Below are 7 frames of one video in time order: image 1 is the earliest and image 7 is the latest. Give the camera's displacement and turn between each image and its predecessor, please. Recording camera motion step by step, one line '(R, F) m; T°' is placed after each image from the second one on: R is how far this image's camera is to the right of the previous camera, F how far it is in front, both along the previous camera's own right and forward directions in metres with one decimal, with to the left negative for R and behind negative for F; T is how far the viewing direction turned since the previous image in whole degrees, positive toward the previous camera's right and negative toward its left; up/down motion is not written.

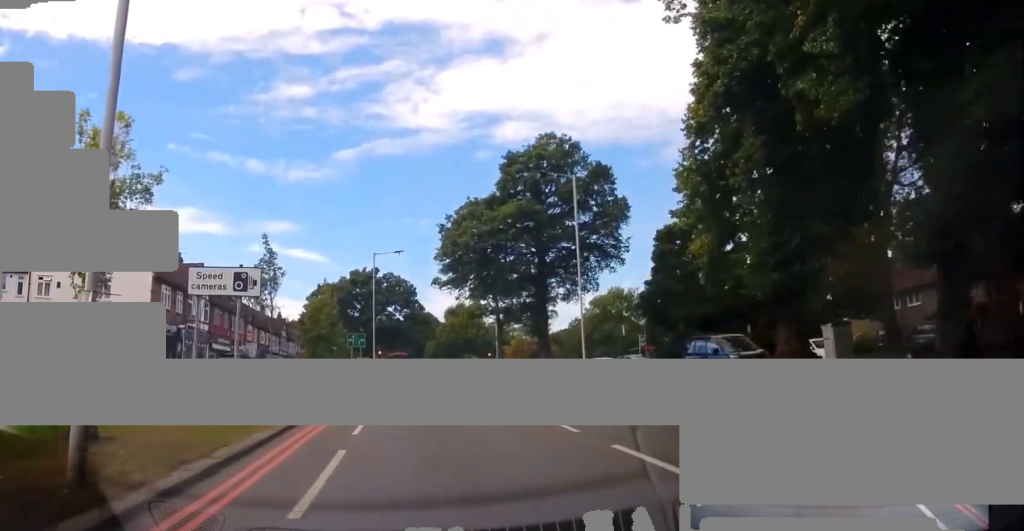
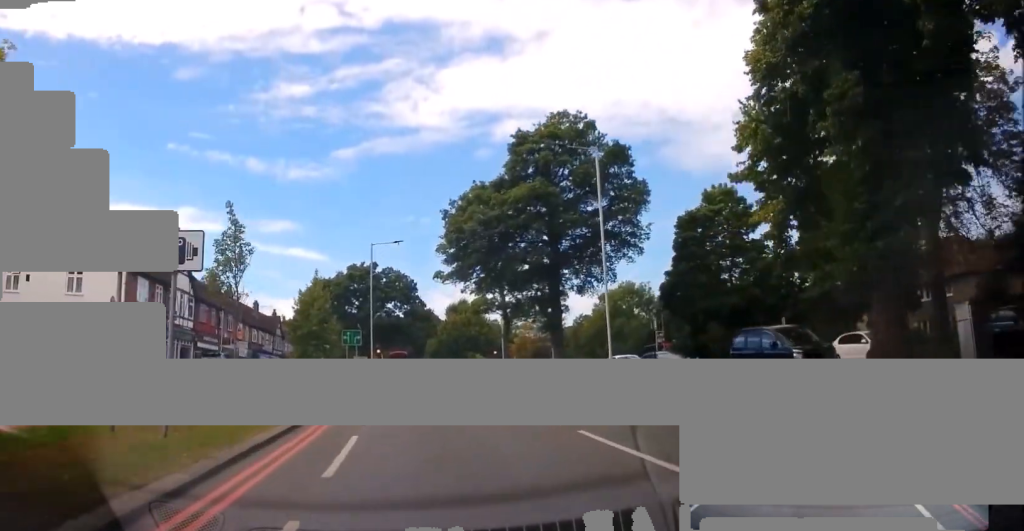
(+0.1, +4.1) m; -2°
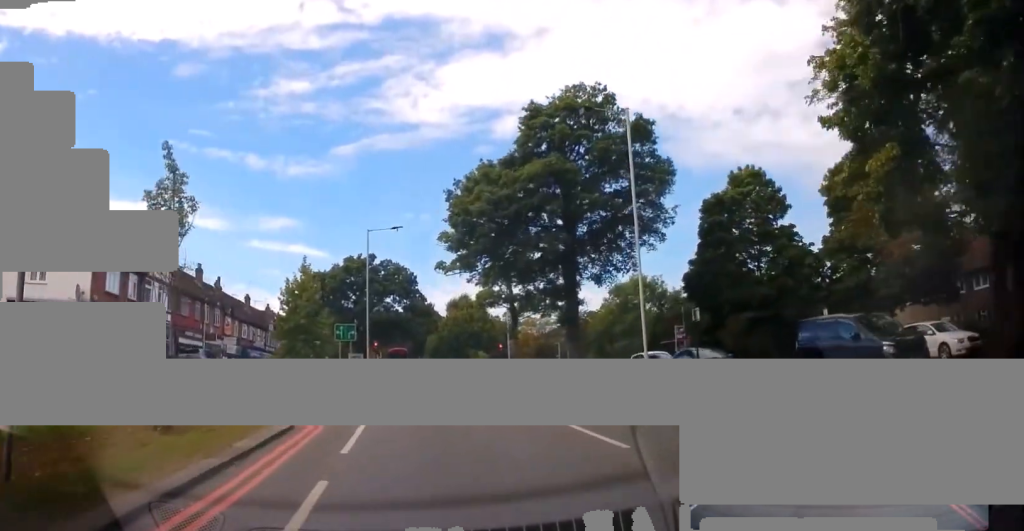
(-0.3, +4.6) m; 0°
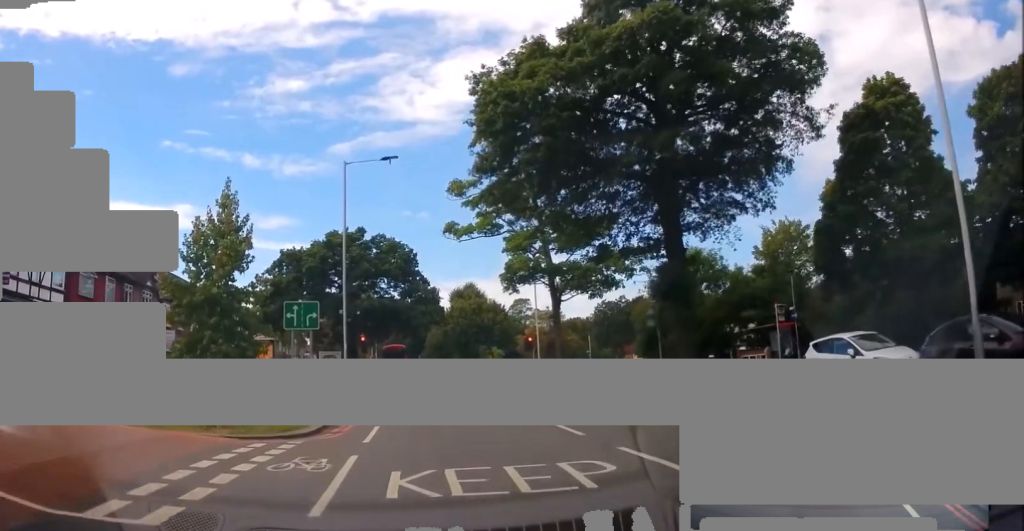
(-0.3, +16.0) m; -1°
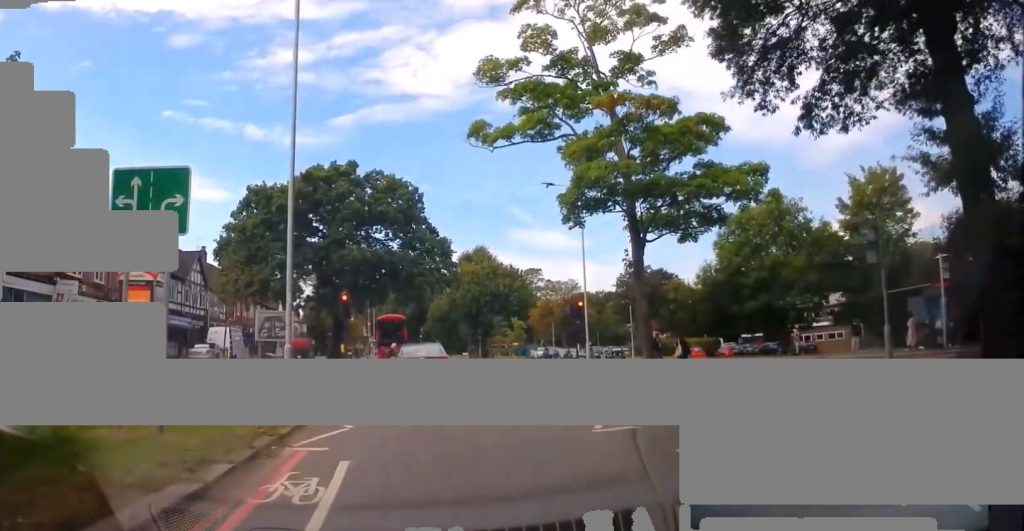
(+1.2, +14.7) m; +1°
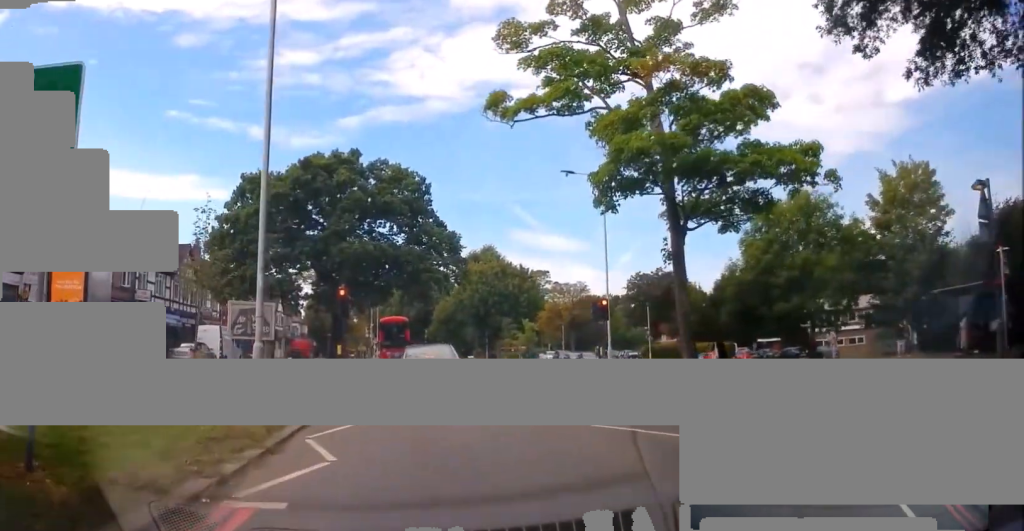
(-0.1, +3.6) m; -3°
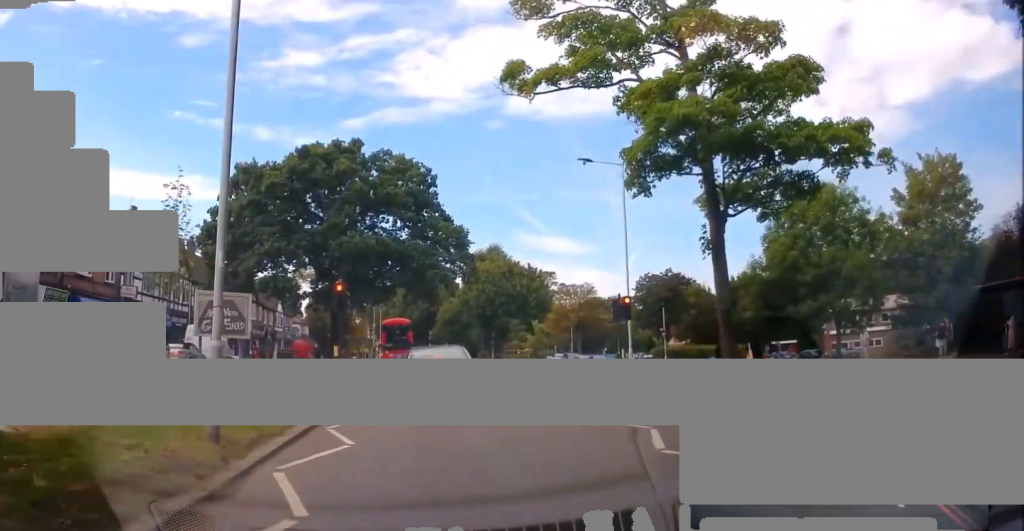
(-0.4, +3.2) m; -1°
